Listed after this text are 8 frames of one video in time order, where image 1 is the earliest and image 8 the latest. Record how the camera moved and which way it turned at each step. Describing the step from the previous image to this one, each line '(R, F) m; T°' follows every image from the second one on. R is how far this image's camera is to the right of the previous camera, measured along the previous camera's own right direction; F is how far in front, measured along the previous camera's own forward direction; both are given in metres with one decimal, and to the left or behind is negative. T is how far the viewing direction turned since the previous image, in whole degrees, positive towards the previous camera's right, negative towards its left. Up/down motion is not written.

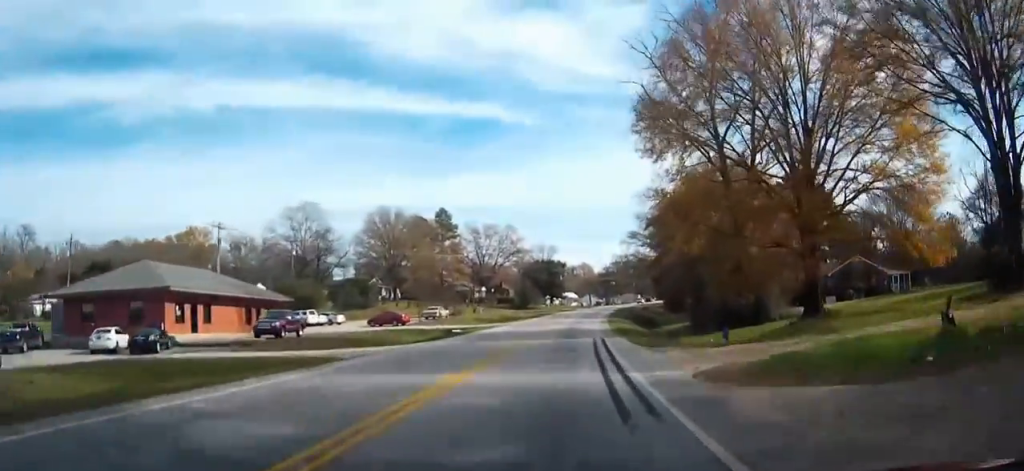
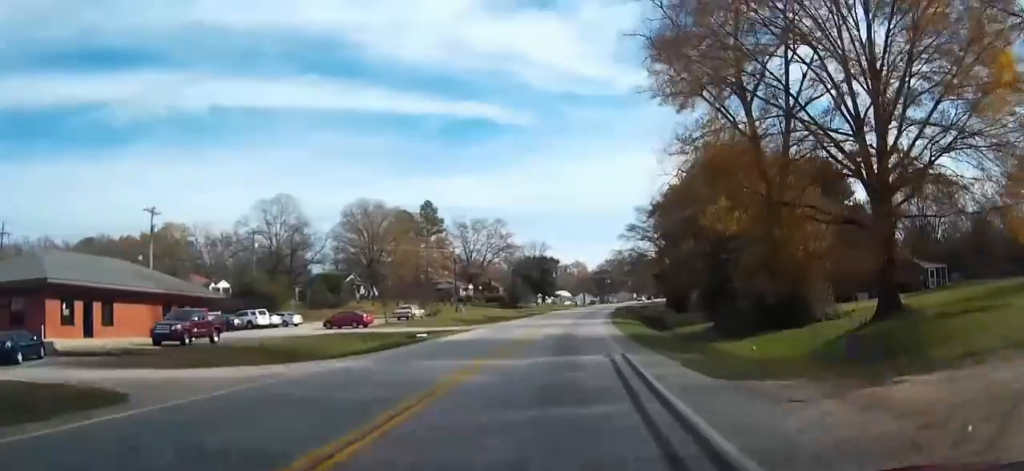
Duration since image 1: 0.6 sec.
(+0.1, +12.1) m; +1°
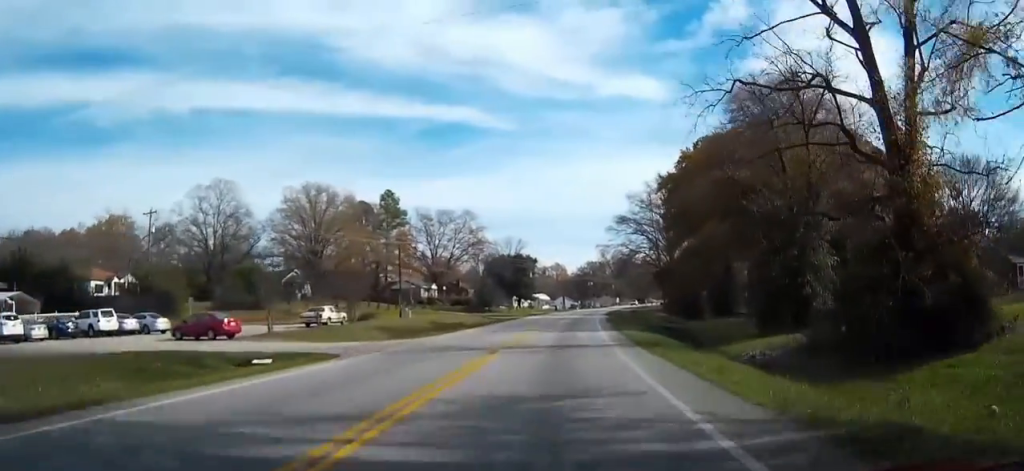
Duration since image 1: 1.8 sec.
(+0.2, +22.9) m; +2°
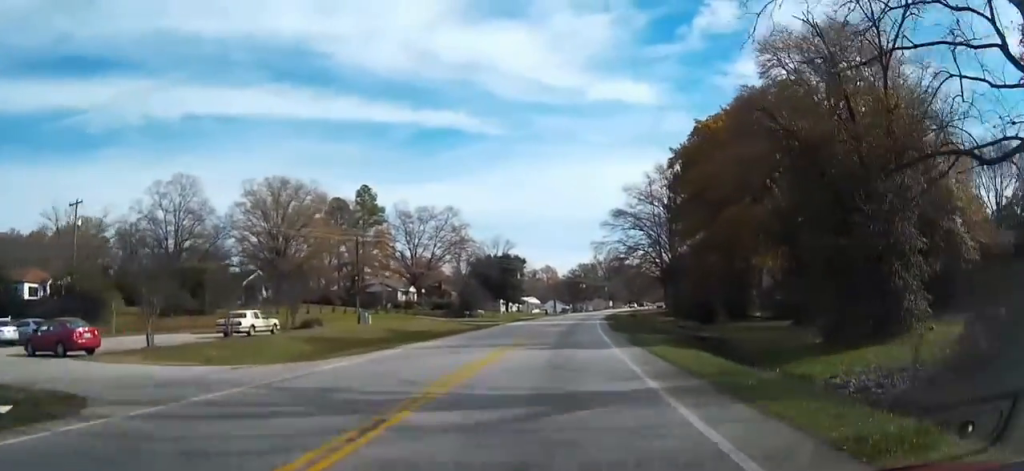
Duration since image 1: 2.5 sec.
(+0.3, +12.6) m; +1°
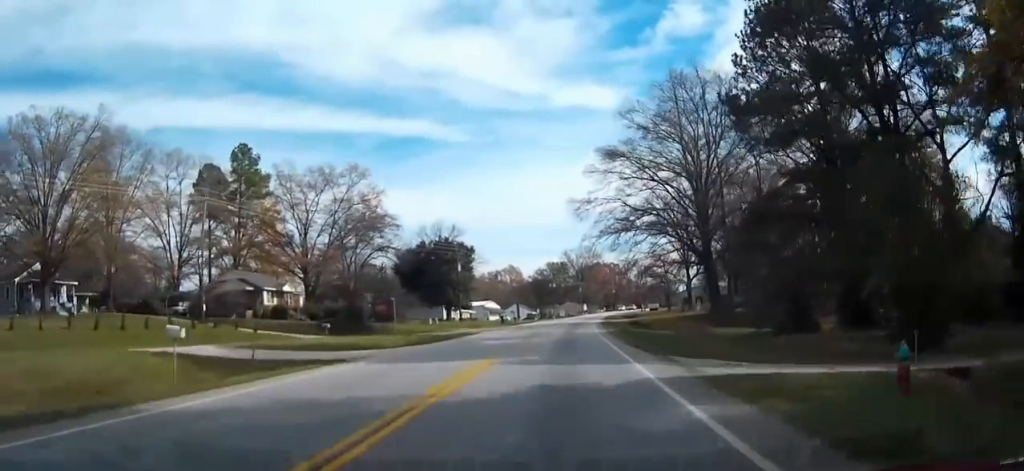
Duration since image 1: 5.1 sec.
(+0.6, +48.7) m; +1°
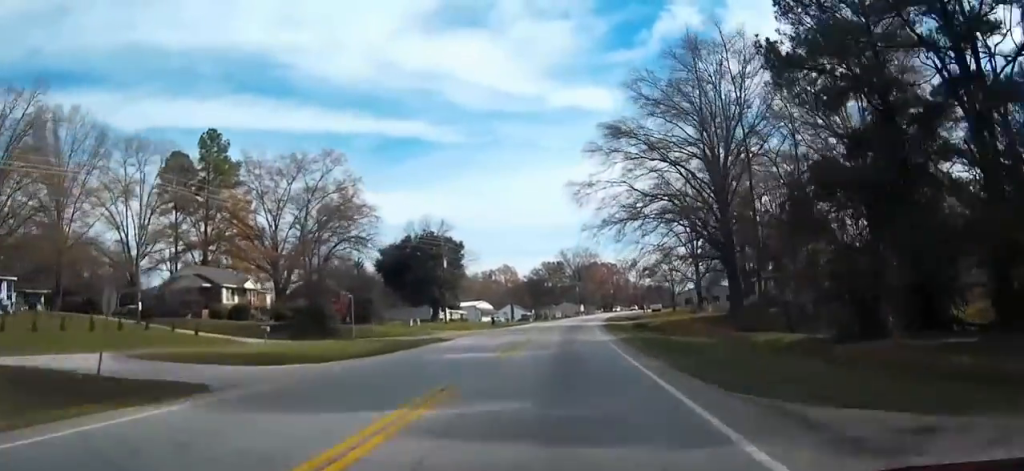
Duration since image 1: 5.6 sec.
(+0.1, +9.8) m; 0°
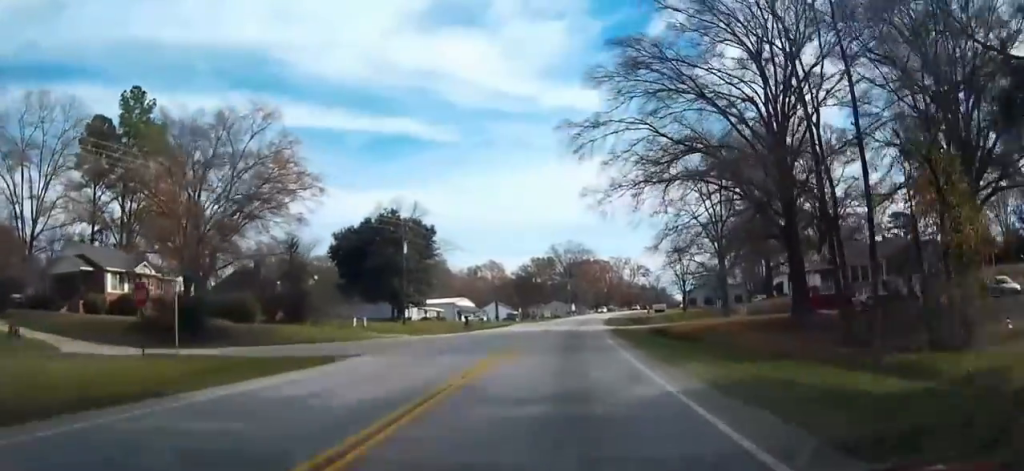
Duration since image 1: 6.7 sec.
(+0.1, +19.6) m; 0°
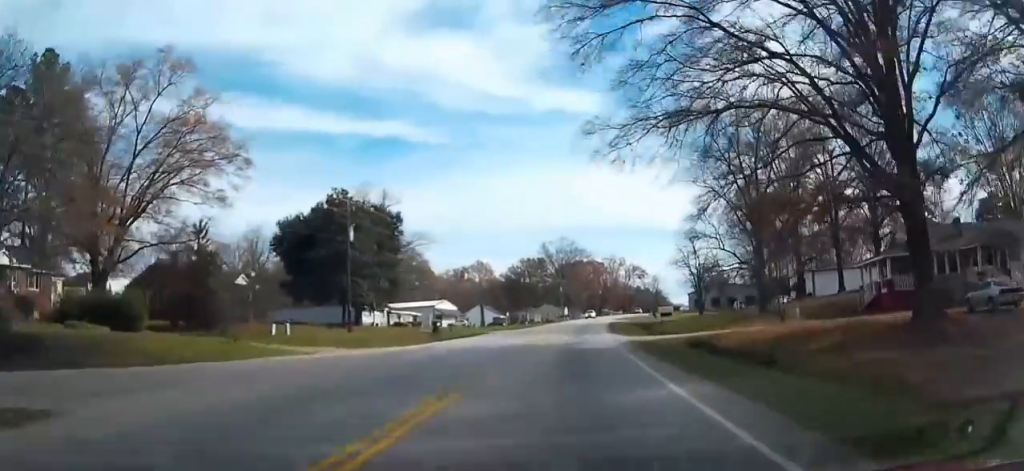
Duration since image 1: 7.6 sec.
(0.0, +17.1) m; +2°
